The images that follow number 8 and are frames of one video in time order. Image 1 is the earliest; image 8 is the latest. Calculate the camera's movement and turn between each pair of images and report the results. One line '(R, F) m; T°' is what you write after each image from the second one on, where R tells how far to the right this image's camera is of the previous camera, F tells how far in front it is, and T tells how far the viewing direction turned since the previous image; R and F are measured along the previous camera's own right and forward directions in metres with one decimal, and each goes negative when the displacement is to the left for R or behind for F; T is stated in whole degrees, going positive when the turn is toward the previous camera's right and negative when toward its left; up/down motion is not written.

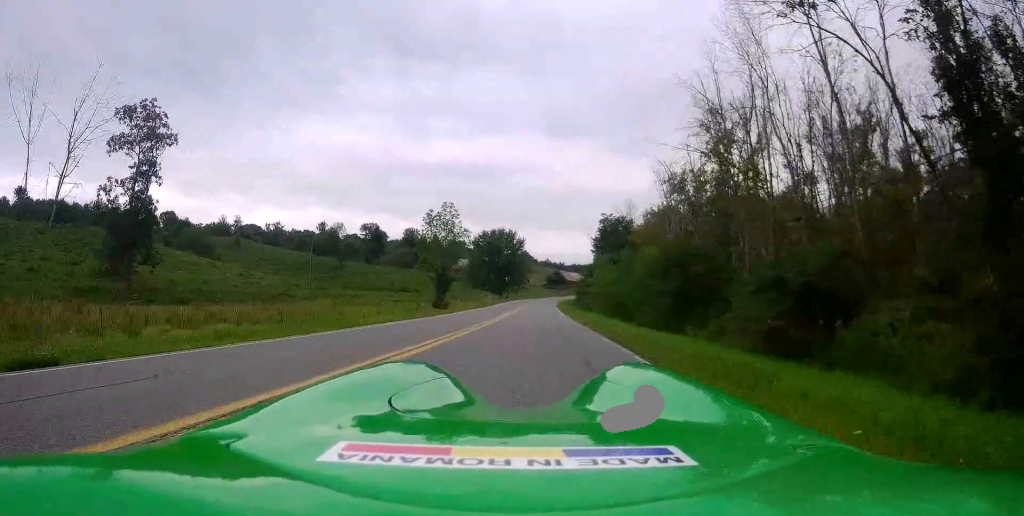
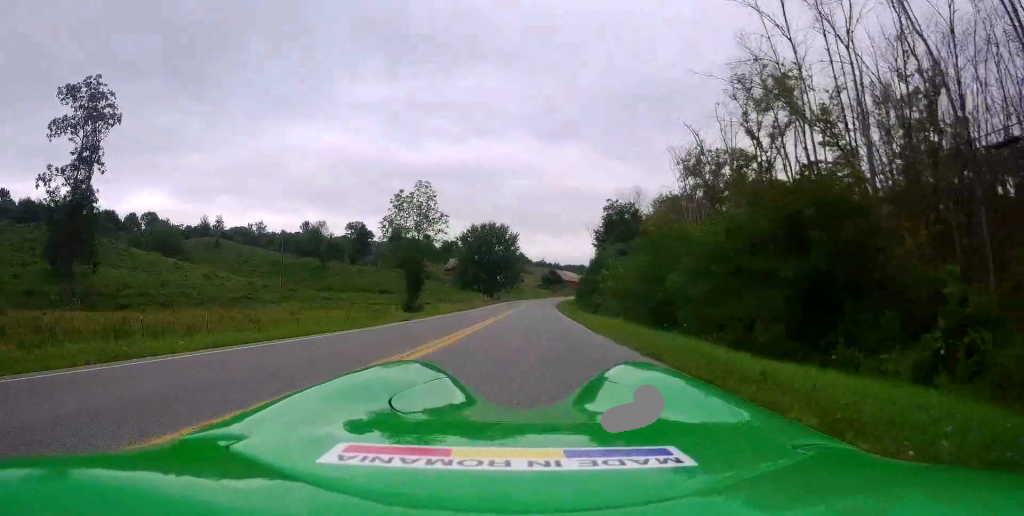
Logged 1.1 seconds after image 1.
(0.0, +11.2) m; 0°
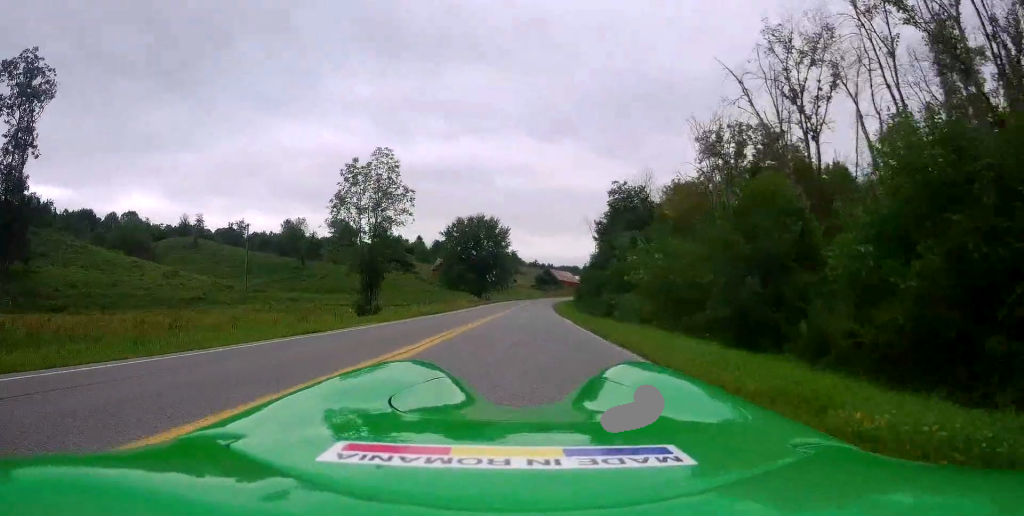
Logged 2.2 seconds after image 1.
(-0.2, +11.1) m; -2°
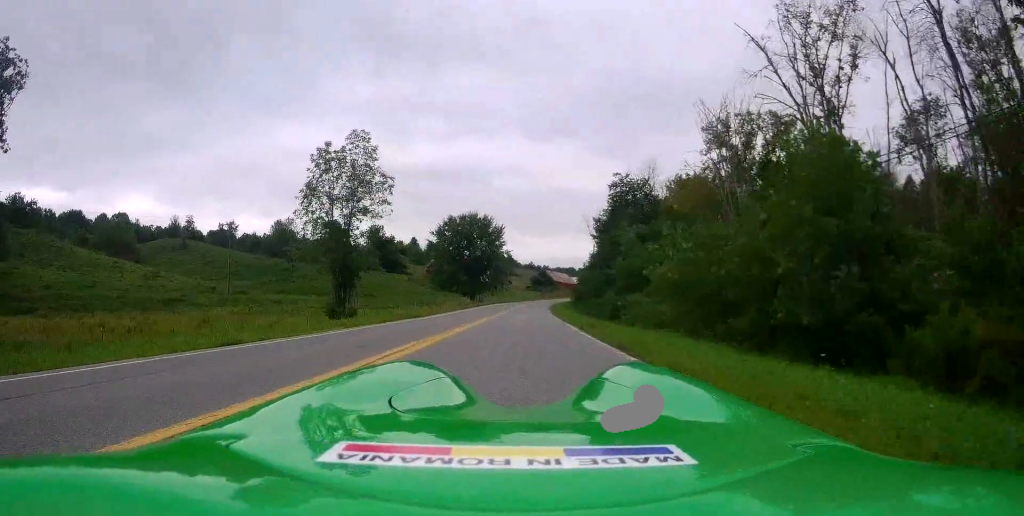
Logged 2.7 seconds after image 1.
(-0.2, +4.0) m; +1°
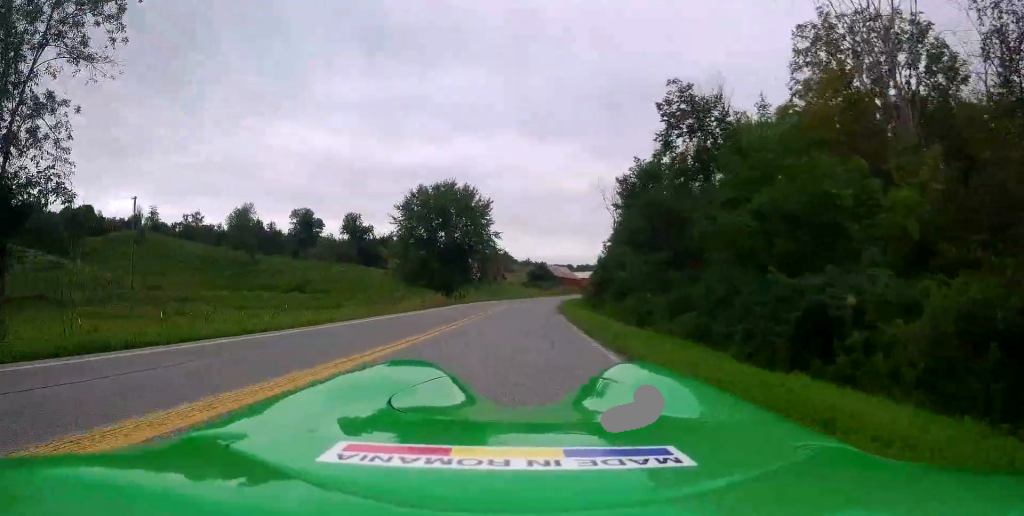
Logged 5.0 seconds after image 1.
(+1.6, +23.0) m; +3°
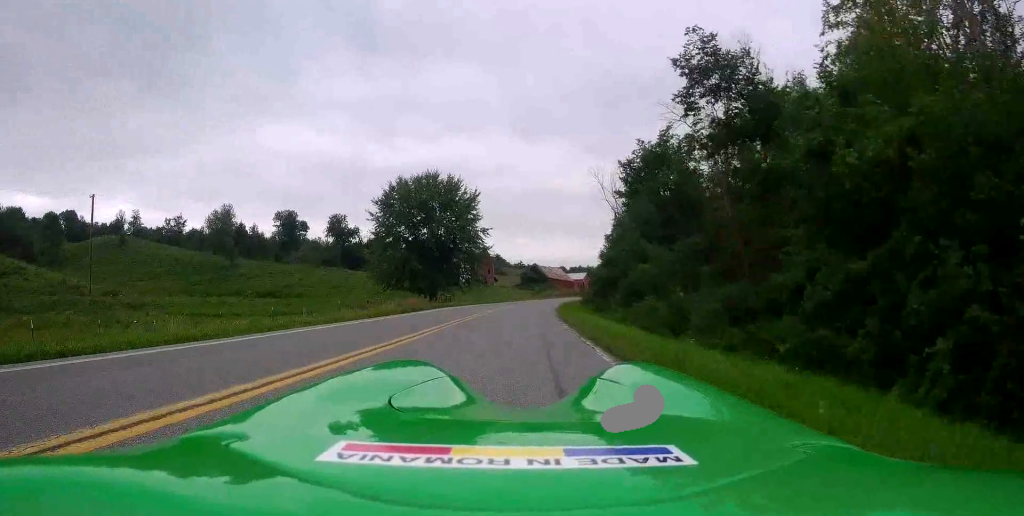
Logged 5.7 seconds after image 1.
(-0.2, +6.5) m; 0°
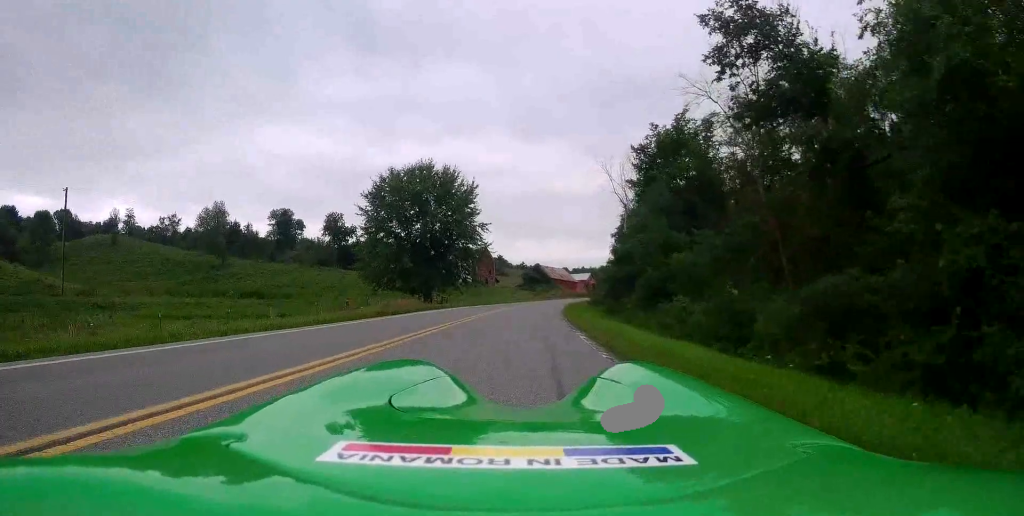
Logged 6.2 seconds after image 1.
(0.0, +4.8) m; 0°
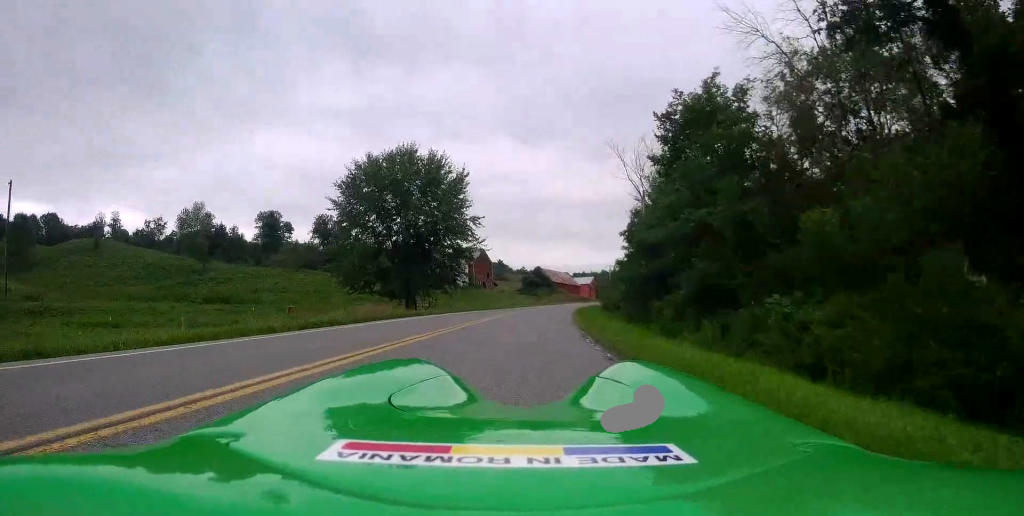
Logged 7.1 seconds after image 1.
(+0.3, +8.3) m; -2°
